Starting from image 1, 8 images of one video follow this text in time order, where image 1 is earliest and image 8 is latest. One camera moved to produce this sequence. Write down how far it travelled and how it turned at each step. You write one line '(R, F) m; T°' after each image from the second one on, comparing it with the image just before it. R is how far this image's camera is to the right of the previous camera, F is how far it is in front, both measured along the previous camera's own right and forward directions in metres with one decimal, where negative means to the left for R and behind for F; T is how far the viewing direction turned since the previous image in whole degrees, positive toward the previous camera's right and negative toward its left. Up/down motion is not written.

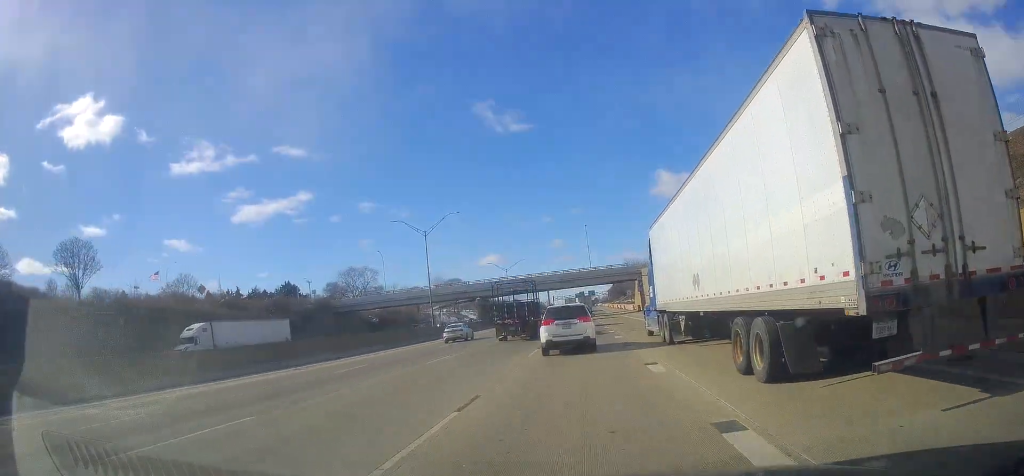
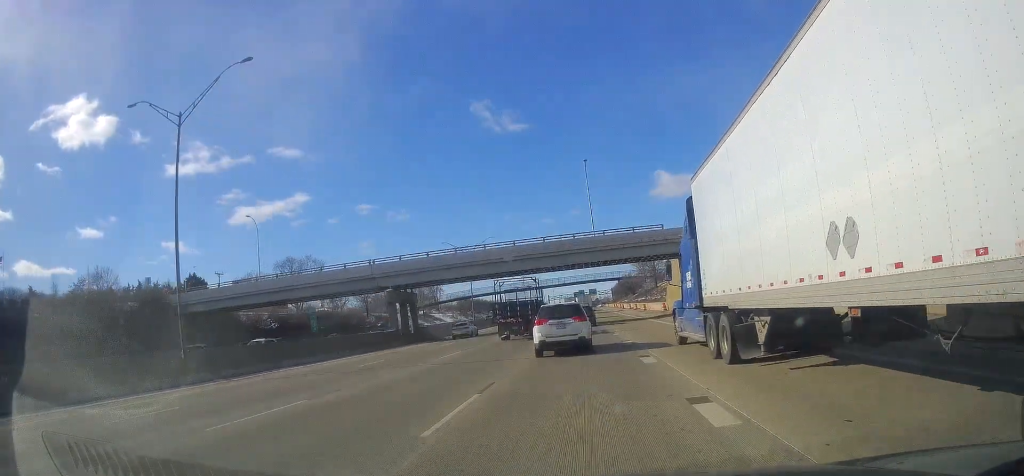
(+0.6, +43.4) m; +1°
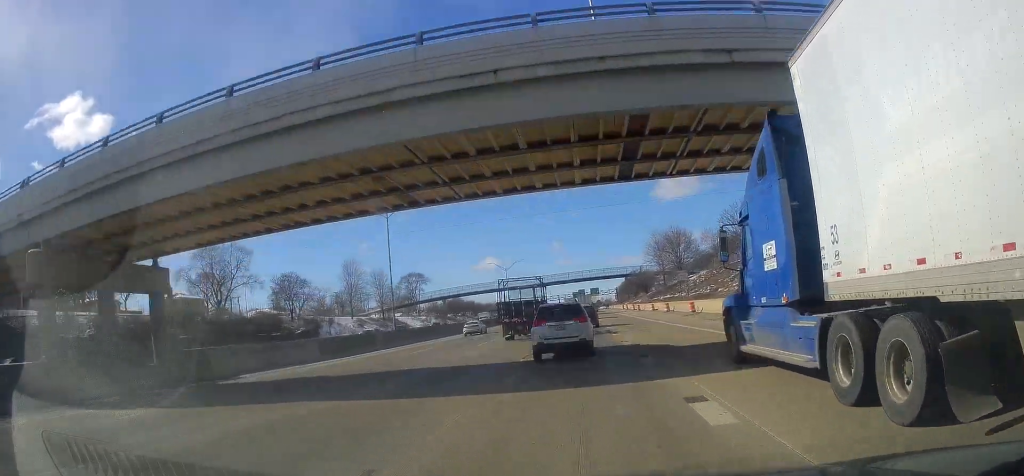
(0.0, +37.9) m; +1°
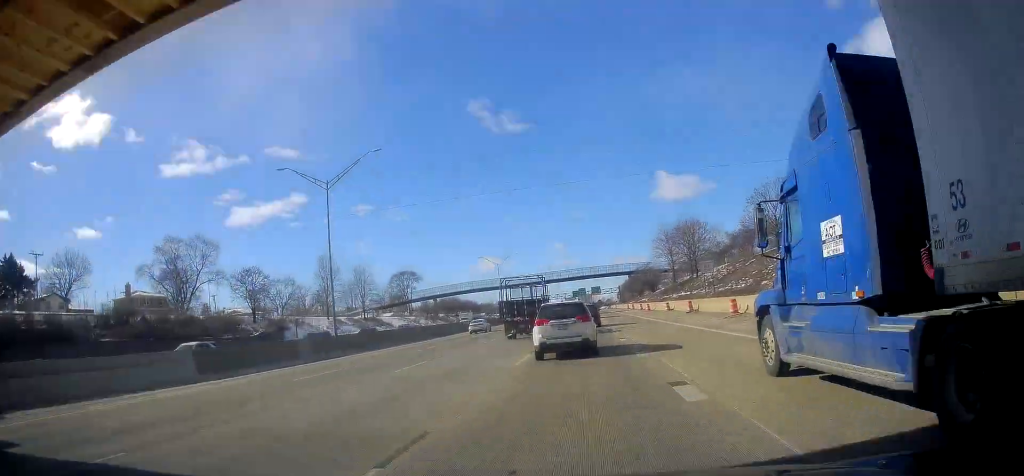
(-0.1, +13.2) m; 0°
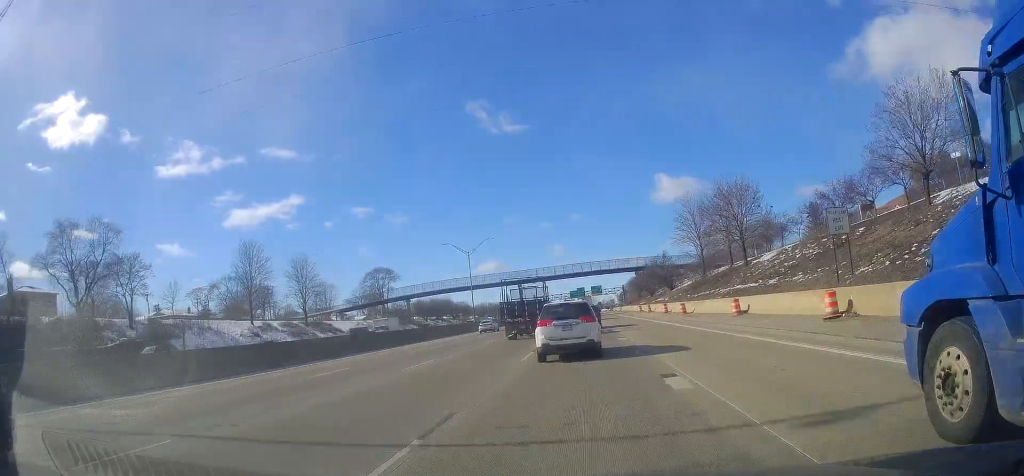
(+0.5, +29.1) m; 0°
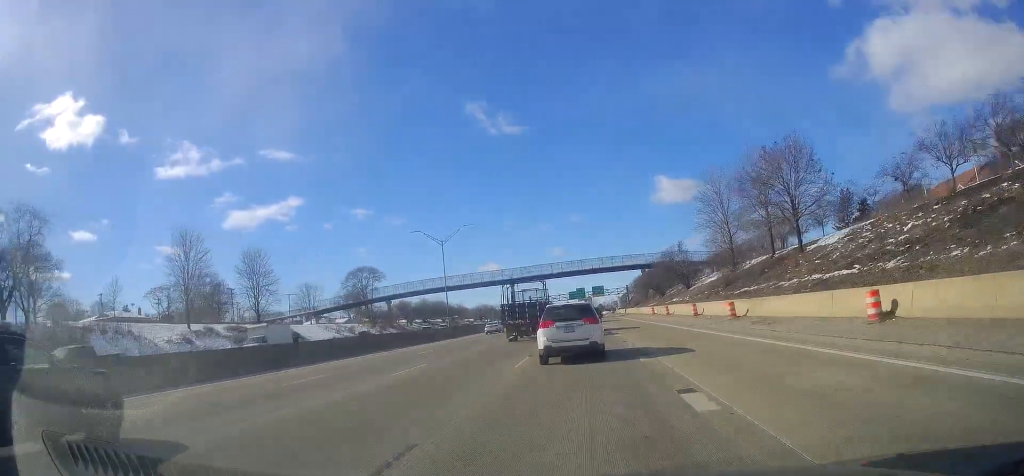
(-0.3, +16.9) m; -1°
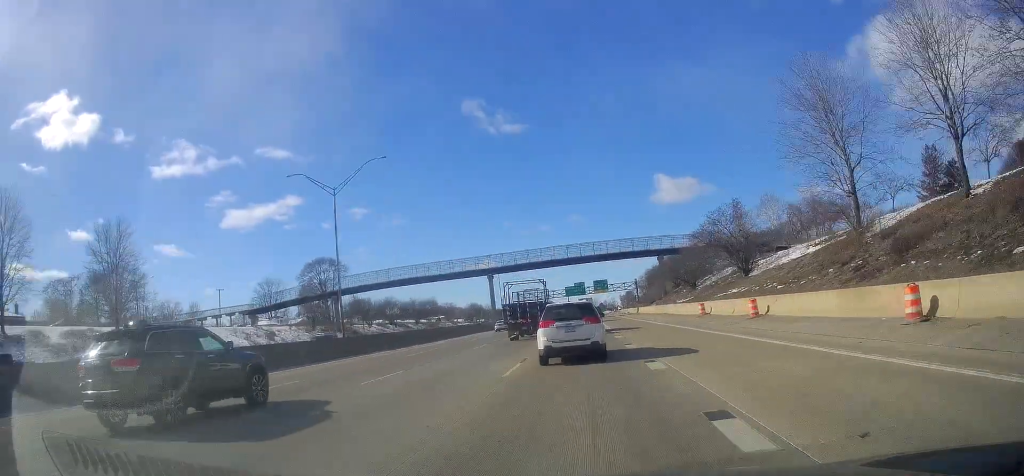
(-0.7, +32.5) m; -1°
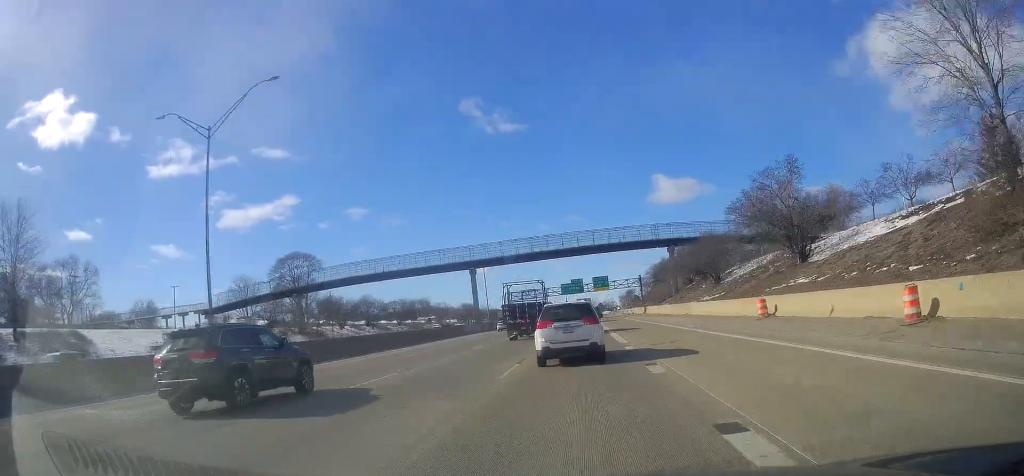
(-0.1, +15.7) m; 0°
